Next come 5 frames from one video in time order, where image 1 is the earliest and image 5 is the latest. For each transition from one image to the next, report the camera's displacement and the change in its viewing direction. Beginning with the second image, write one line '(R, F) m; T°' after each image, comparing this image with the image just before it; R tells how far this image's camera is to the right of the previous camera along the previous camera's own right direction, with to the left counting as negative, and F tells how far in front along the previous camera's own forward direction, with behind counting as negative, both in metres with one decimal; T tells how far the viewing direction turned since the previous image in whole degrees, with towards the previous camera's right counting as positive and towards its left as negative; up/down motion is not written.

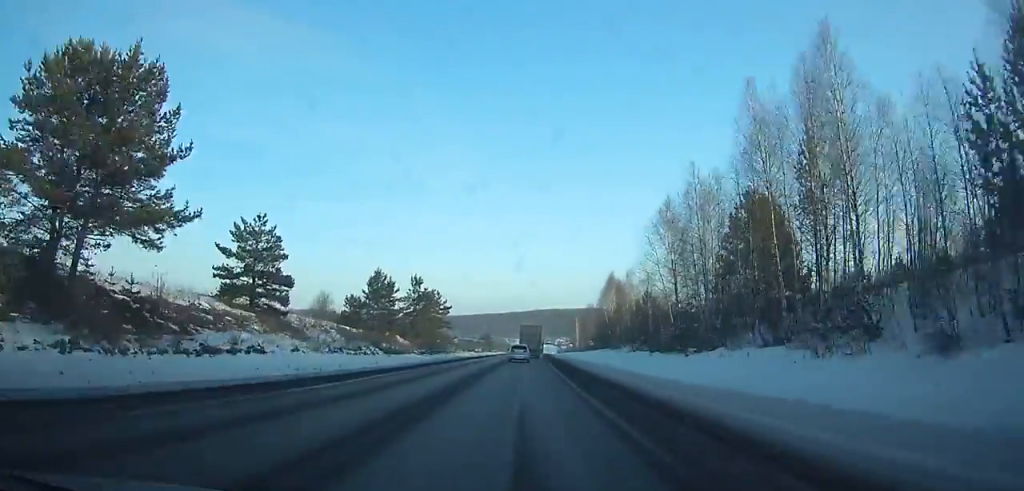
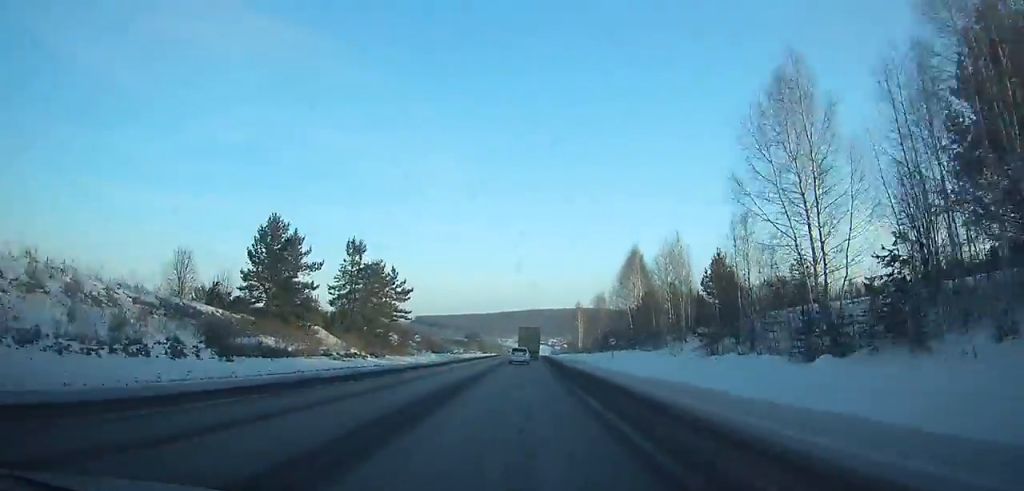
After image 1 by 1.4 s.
(+0.1, +28.1) m; +1°
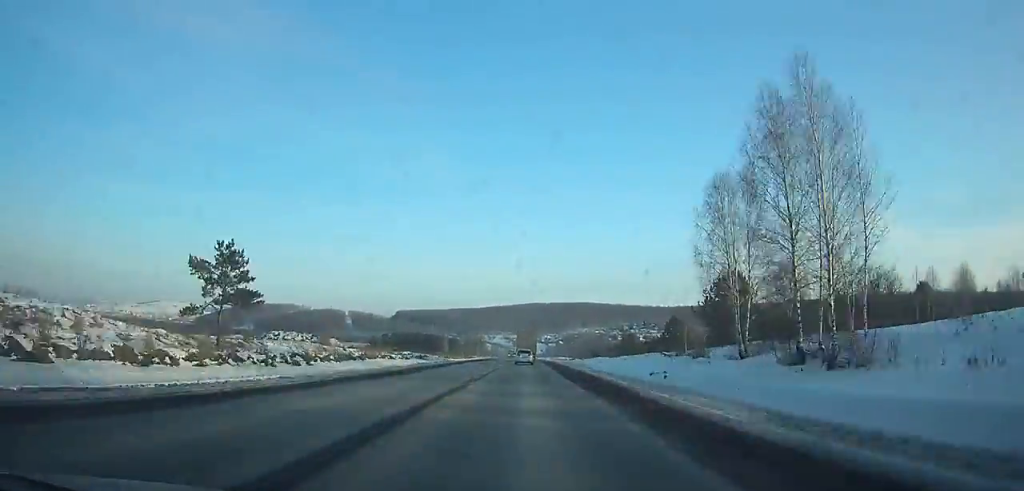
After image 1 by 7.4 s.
(+1.0, +123.4) m; +1°
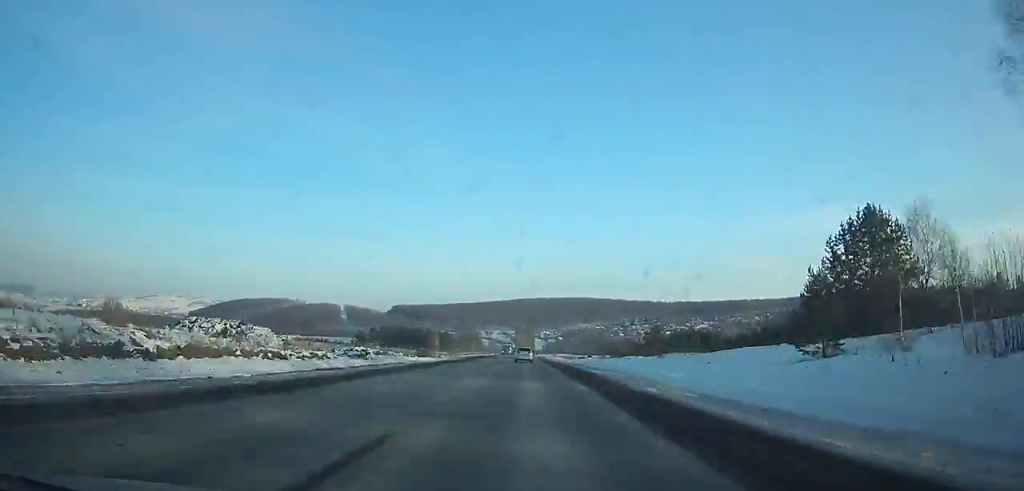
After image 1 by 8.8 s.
(+0.2, +29.5) m; 0°
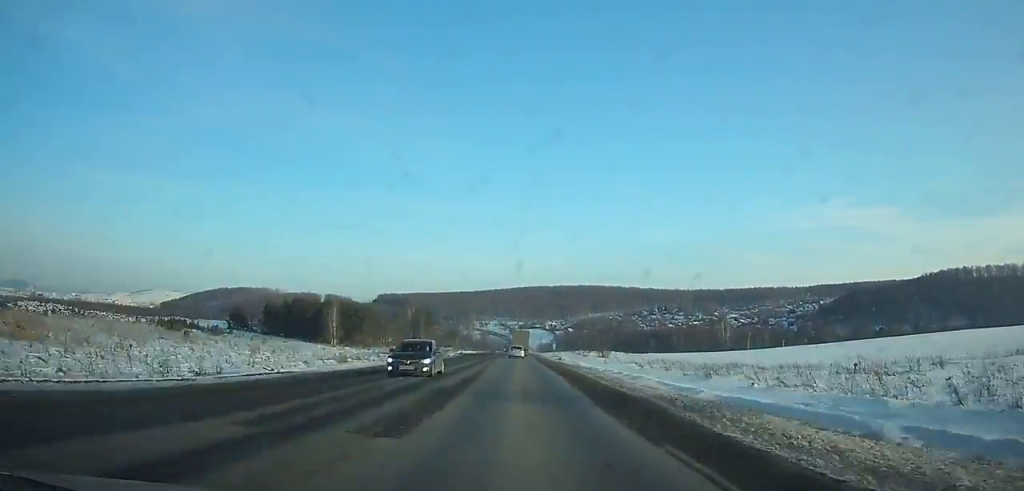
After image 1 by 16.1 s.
(-0.1, +157.1) m; -1°
